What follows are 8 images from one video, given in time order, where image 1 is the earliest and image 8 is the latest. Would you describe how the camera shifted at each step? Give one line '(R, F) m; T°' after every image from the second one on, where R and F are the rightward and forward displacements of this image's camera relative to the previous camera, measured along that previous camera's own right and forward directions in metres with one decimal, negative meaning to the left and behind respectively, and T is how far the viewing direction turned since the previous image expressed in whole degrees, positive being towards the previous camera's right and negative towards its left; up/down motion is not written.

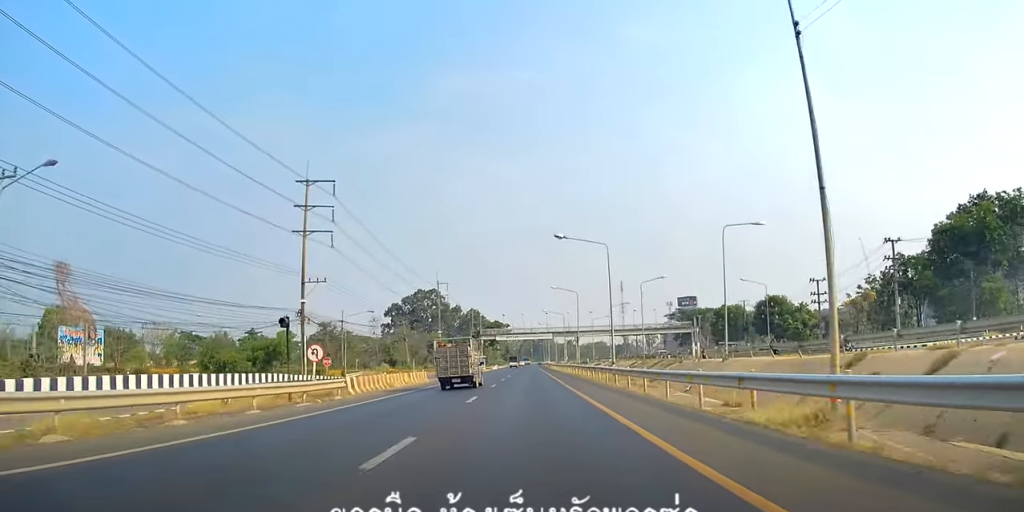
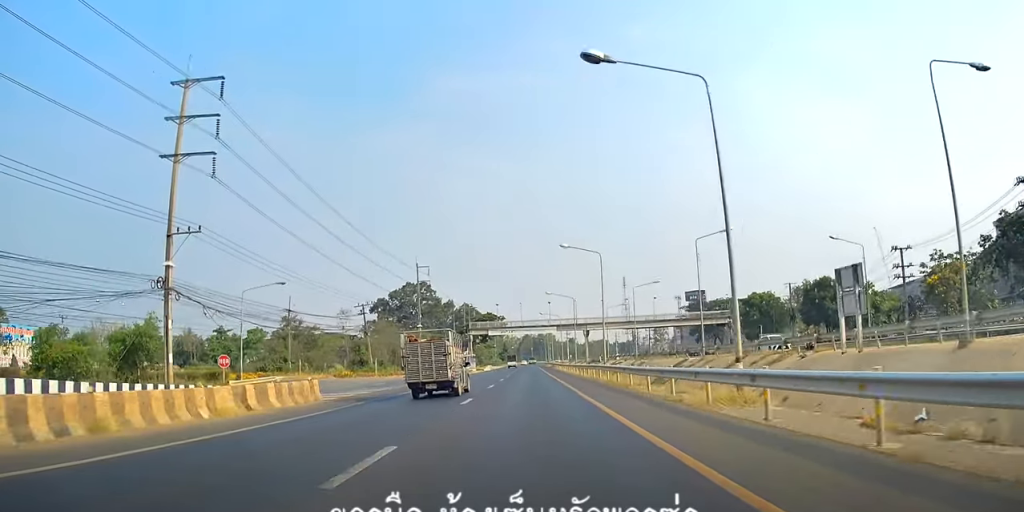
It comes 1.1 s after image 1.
(+0.2, +25.3) m; +1°
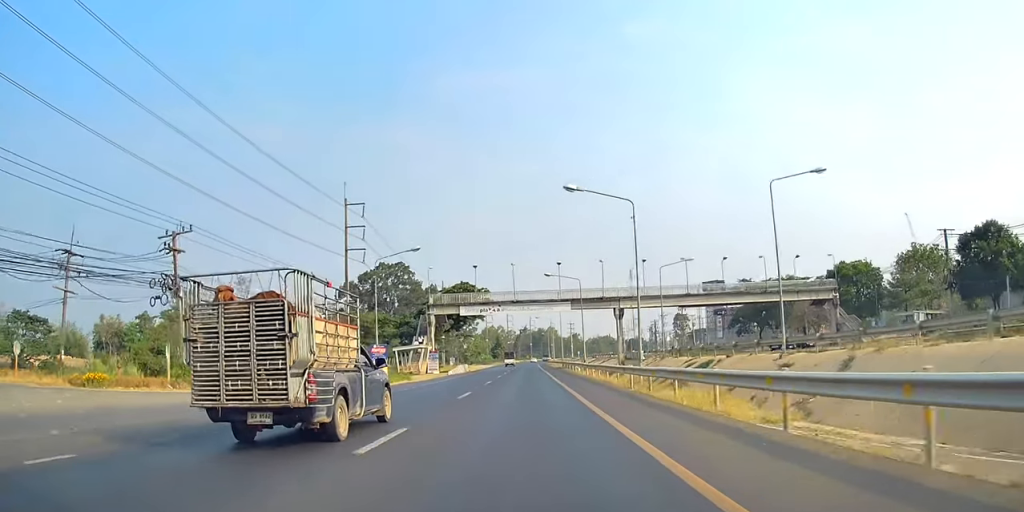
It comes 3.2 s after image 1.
(+1.0, +45.9) m; +2°
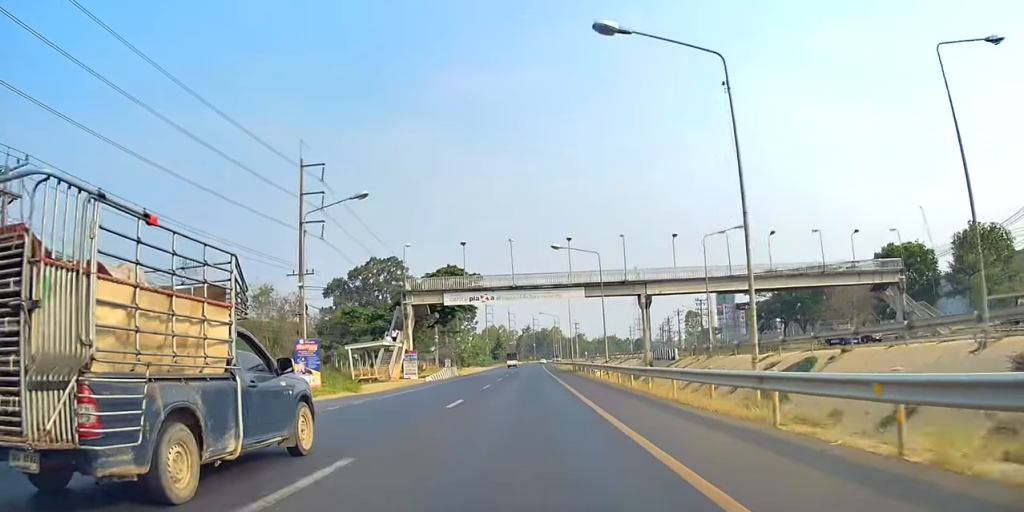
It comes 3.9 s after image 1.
(+0.3, +15.7) m; -1°
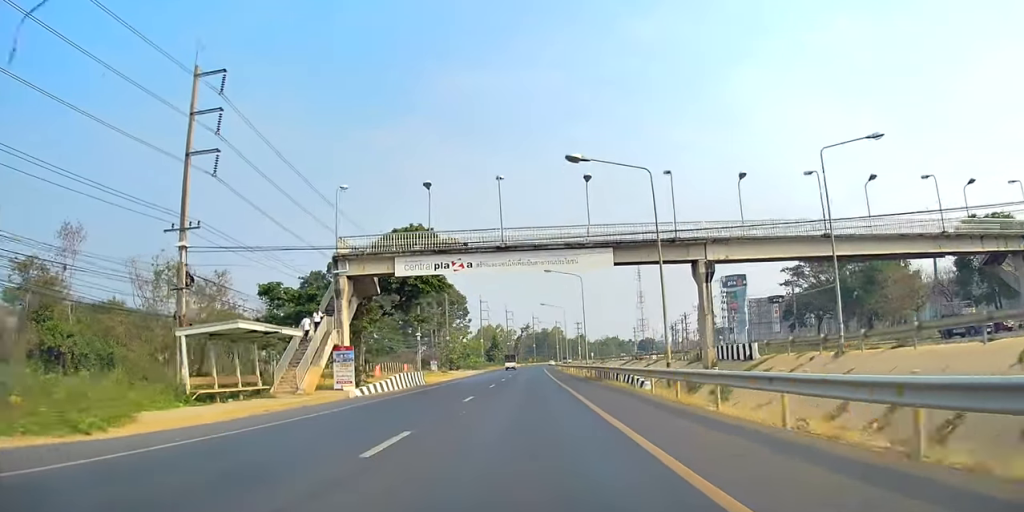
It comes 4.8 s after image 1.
(-0.8, +21.0) m; 0°
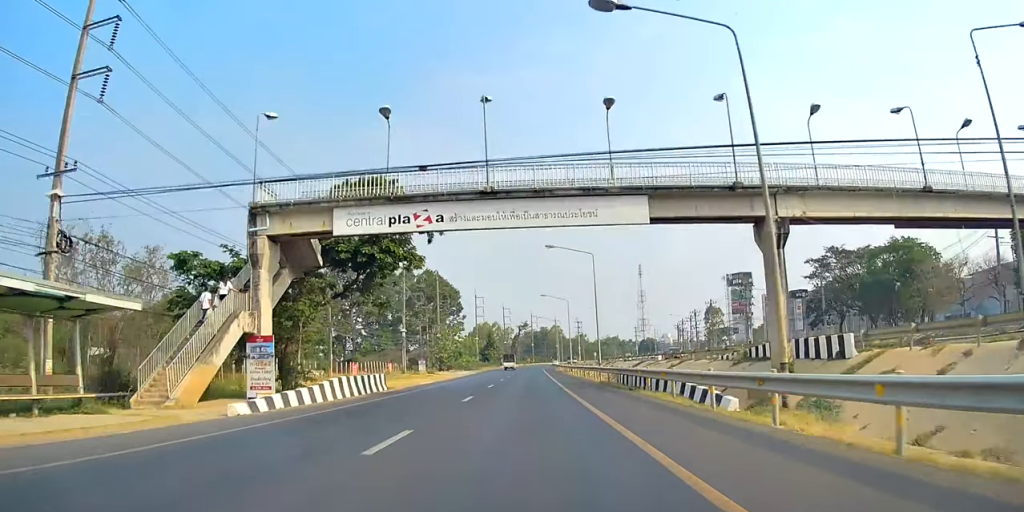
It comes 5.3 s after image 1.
(+0.5, +11.9) m; 0°
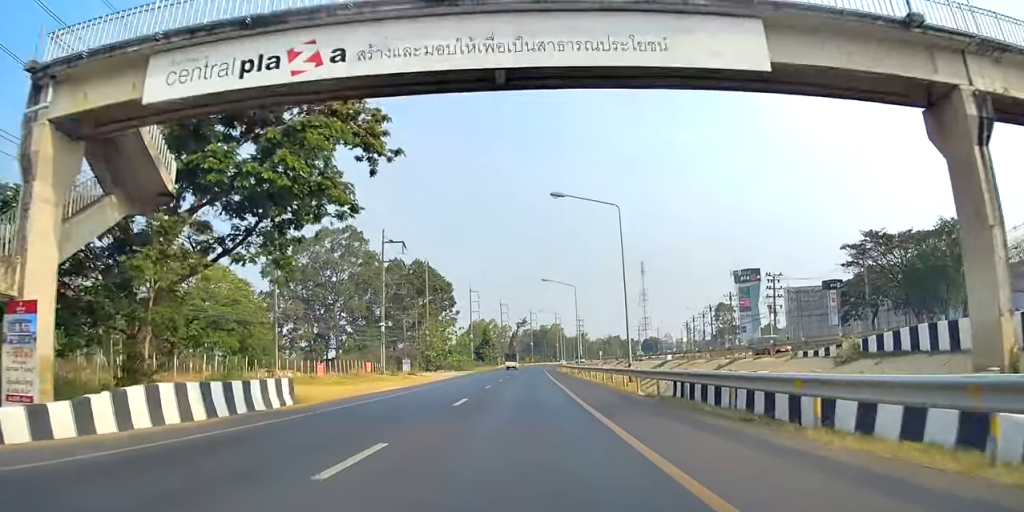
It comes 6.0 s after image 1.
(+0.2, +14.5) m; 0°
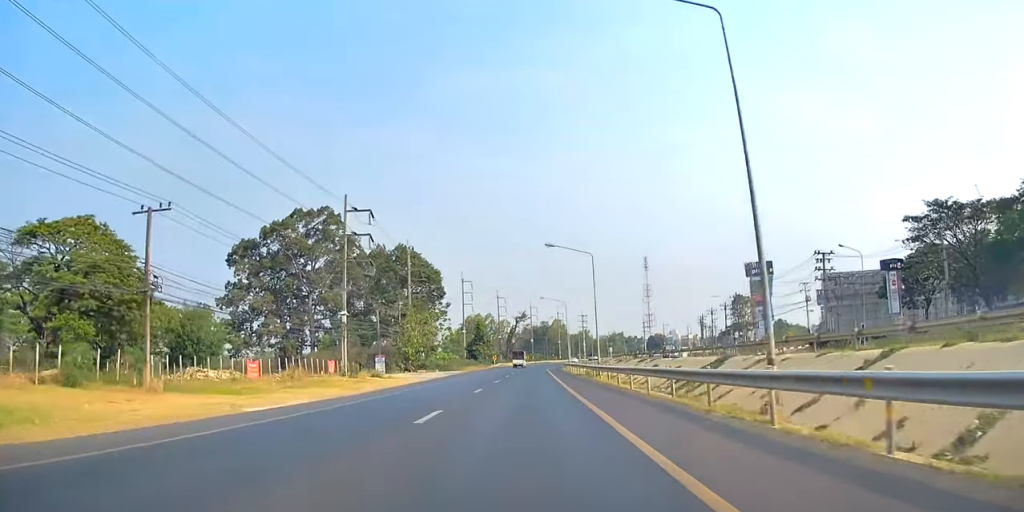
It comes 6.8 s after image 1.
(-0.5, +18.2) m; -2°
